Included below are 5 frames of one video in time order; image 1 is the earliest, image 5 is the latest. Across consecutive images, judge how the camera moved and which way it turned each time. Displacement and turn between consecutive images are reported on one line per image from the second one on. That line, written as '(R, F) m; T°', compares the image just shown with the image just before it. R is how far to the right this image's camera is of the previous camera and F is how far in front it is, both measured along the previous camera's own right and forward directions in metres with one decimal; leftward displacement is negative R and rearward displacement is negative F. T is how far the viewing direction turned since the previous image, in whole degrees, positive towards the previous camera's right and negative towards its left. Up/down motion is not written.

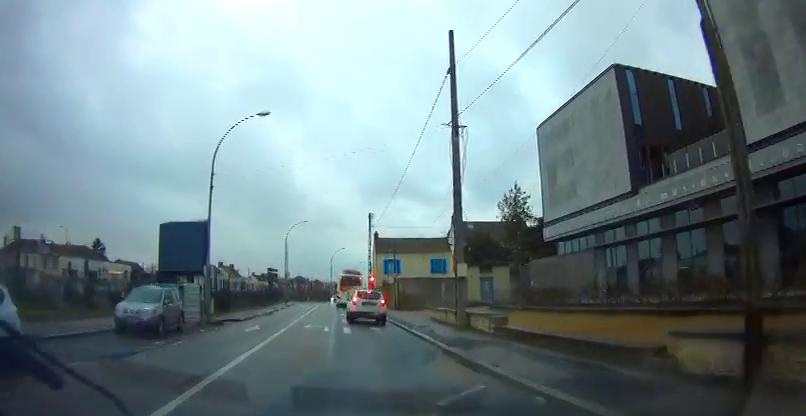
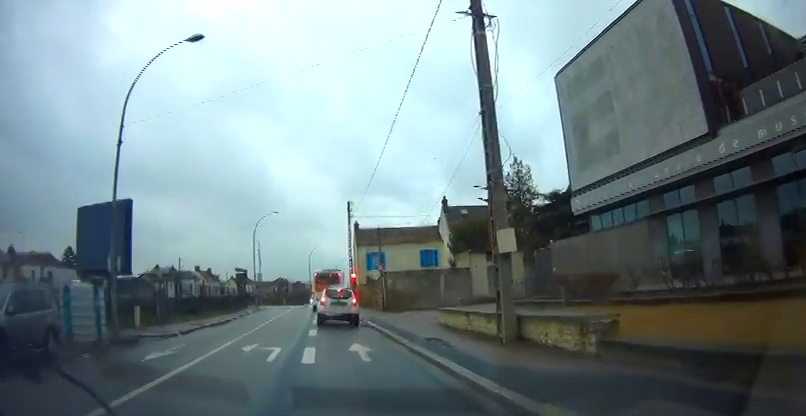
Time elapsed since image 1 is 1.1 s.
(+0.2, +9.3) m; +3°
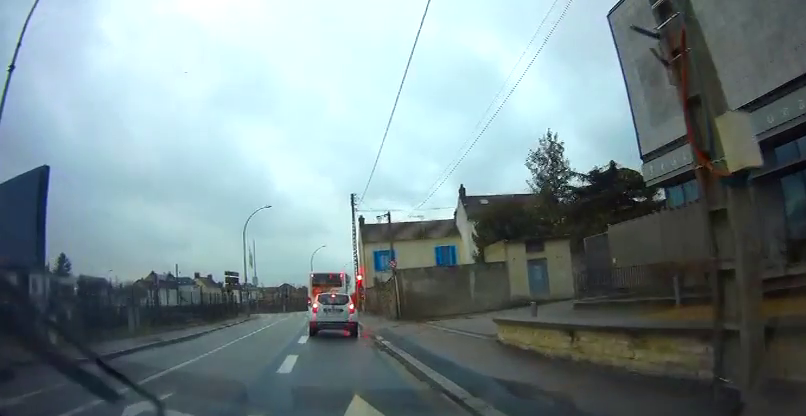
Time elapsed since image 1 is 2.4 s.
(+0.4, +9.0) m; +1°
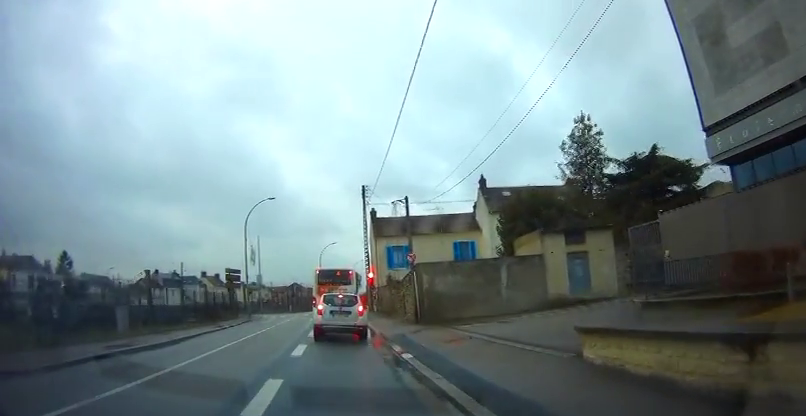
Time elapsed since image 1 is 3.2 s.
(-0.1, +4.8) m; -2°
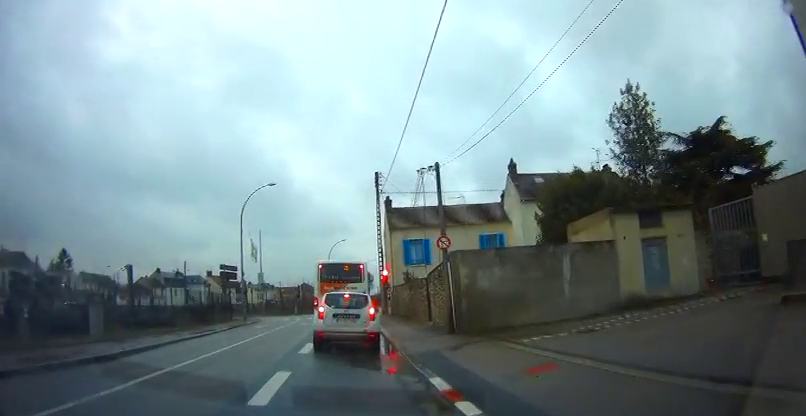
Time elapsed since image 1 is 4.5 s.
(-0.2, +6.7) m; -3°
